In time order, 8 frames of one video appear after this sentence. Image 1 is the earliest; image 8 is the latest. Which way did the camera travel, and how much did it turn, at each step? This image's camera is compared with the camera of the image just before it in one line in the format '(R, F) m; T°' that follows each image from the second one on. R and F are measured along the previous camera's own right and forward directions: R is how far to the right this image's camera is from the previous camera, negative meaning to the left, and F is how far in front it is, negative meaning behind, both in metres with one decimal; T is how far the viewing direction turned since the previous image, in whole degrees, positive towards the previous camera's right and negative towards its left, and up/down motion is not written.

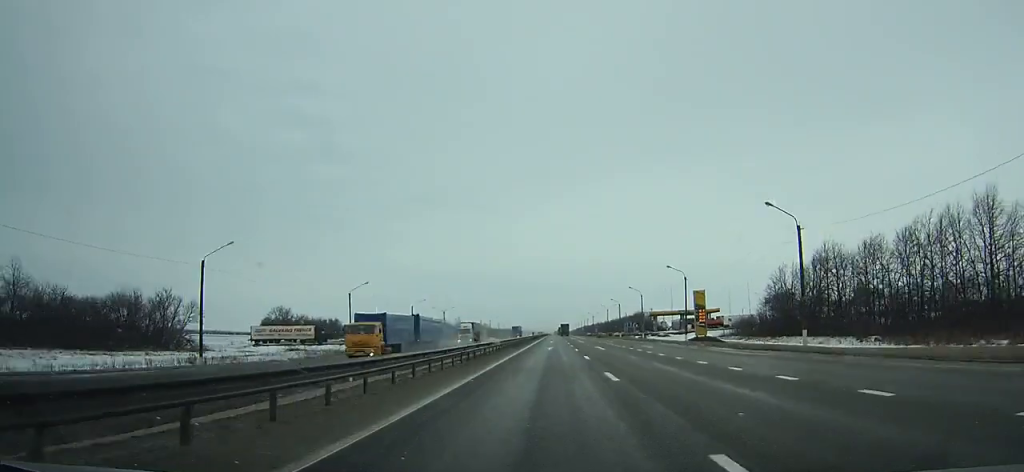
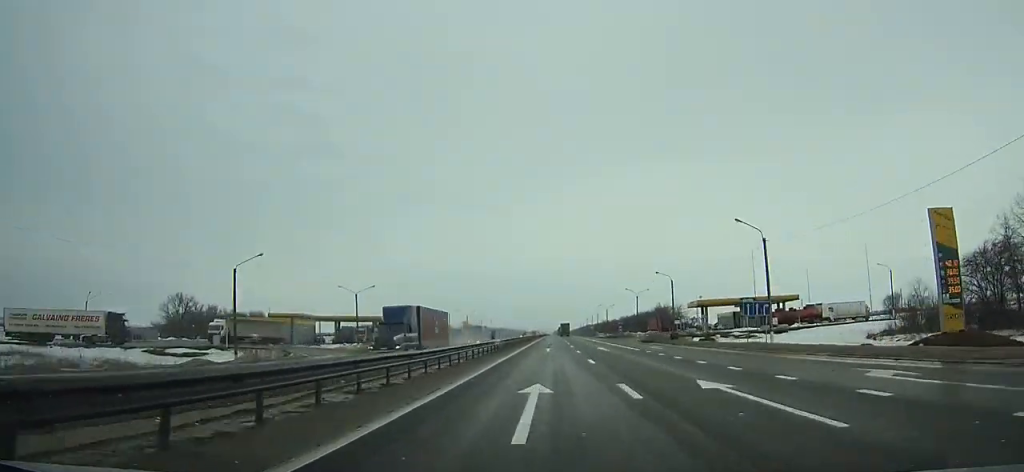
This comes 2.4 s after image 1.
(+0.1, +63.9) m; 0°
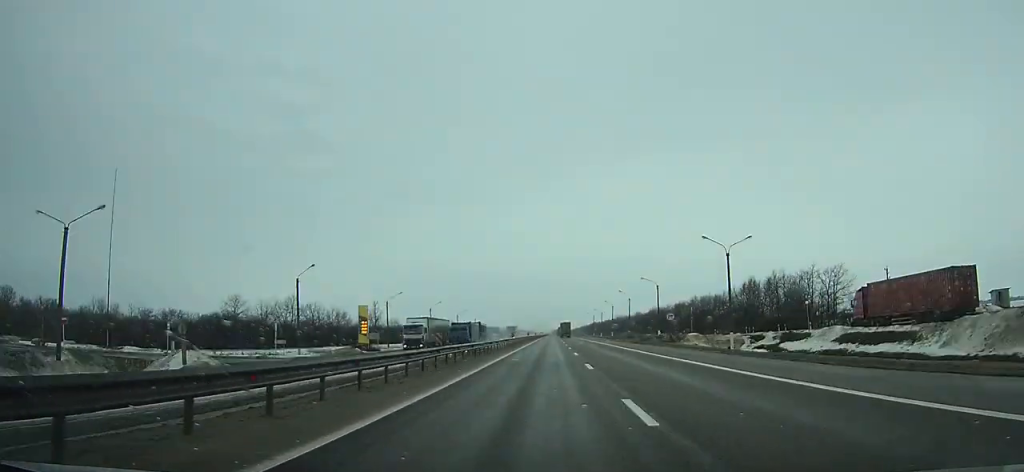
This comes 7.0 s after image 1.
(-0.1, +122.0) m; 0°
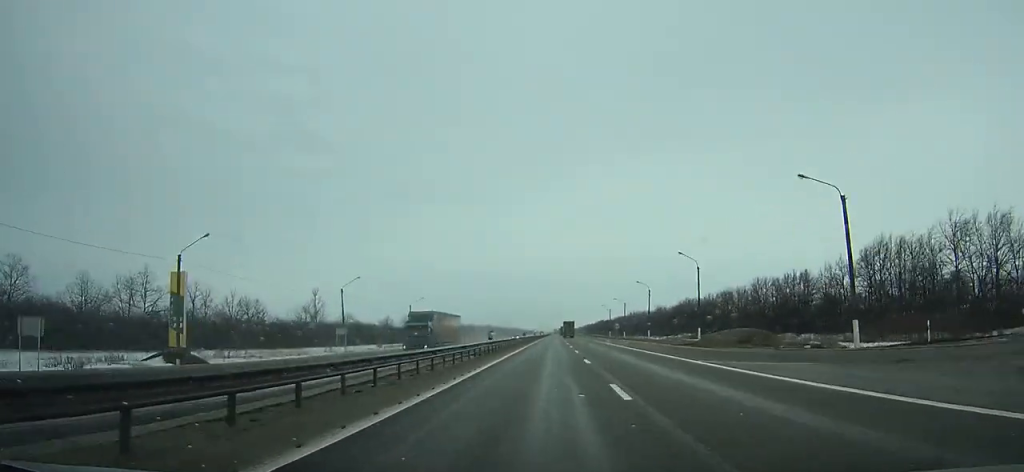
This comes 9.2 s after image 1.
(0.0, +58.4) m; 0°
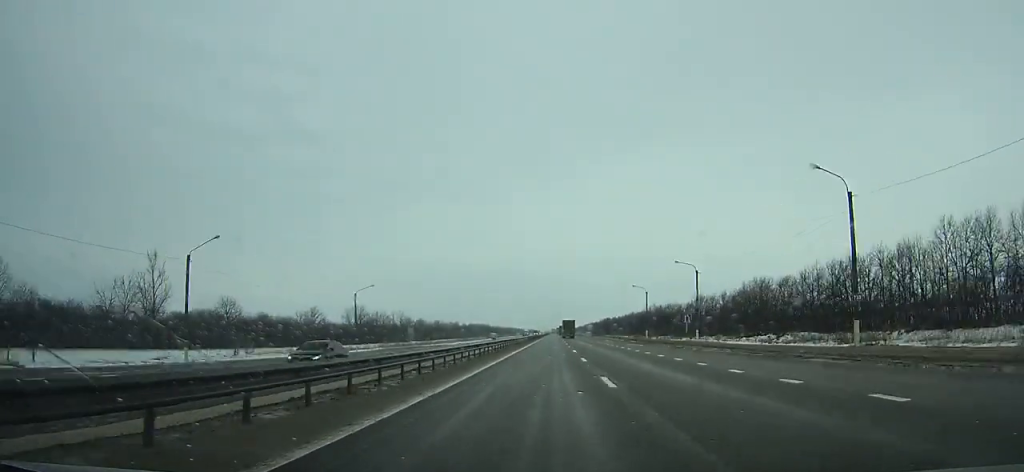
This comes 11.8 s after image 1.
(0.0, +69.3) m; 0°
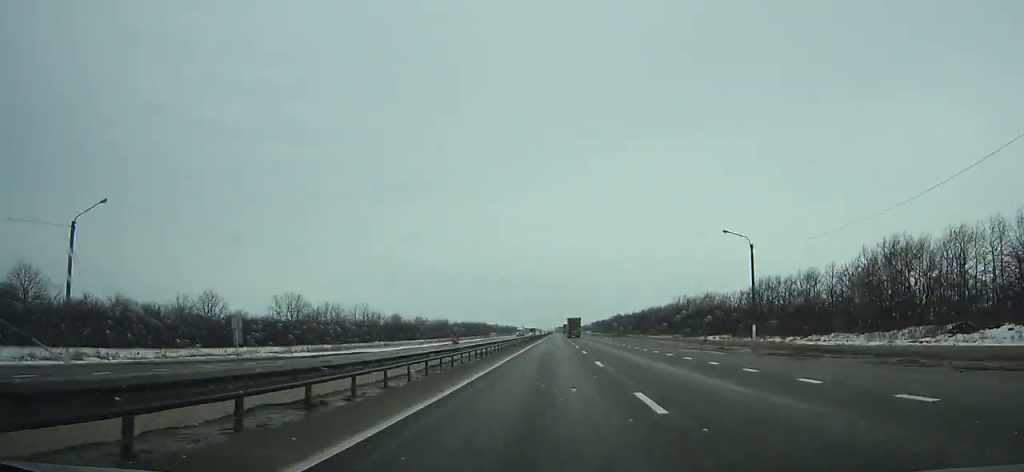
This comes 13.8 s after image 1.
(-0.1, +53.6) m; 0°
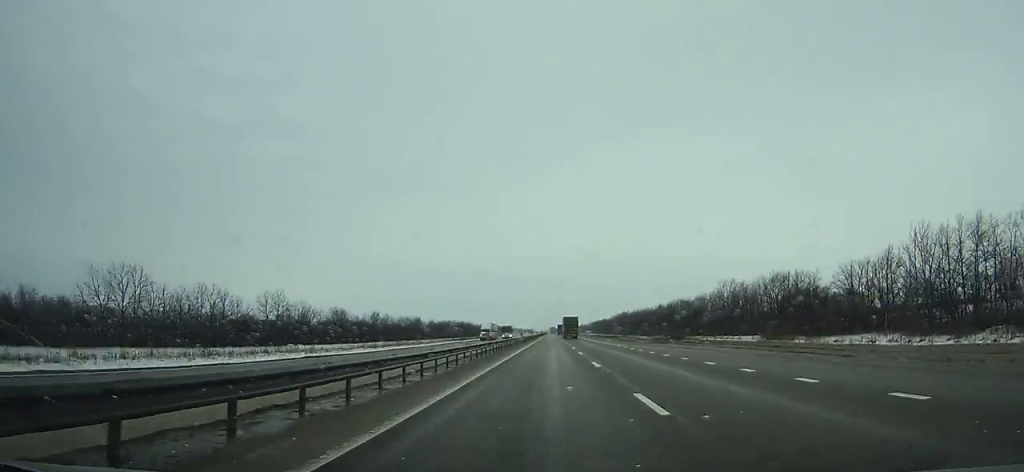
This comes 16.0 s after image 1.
(+0.2, +59.4) m; 0°
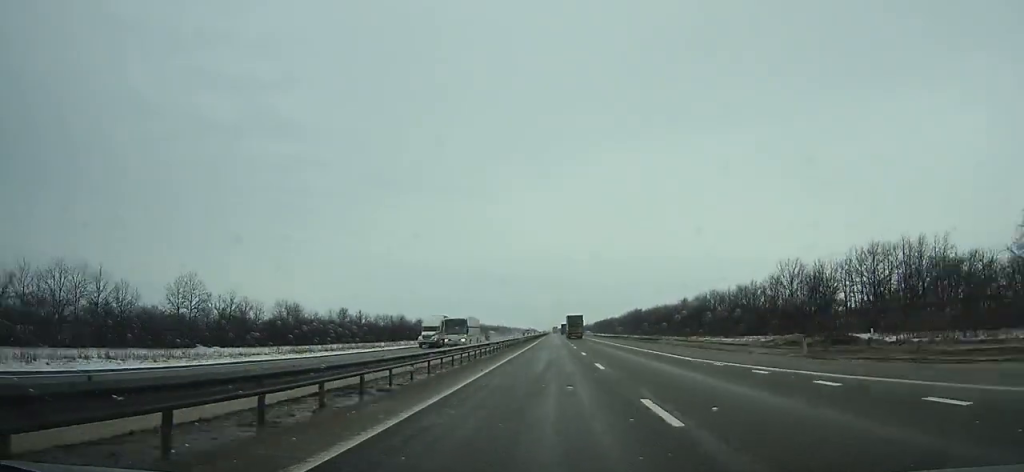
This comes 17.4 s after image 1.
(+0.1, +37.9) m; 0°
